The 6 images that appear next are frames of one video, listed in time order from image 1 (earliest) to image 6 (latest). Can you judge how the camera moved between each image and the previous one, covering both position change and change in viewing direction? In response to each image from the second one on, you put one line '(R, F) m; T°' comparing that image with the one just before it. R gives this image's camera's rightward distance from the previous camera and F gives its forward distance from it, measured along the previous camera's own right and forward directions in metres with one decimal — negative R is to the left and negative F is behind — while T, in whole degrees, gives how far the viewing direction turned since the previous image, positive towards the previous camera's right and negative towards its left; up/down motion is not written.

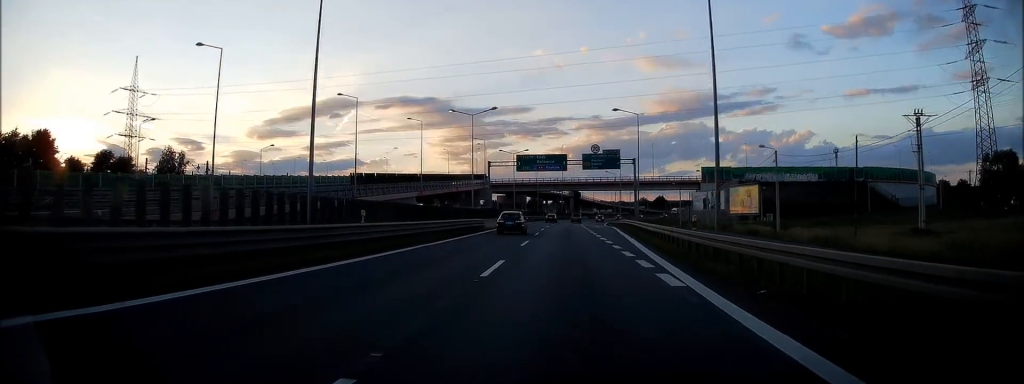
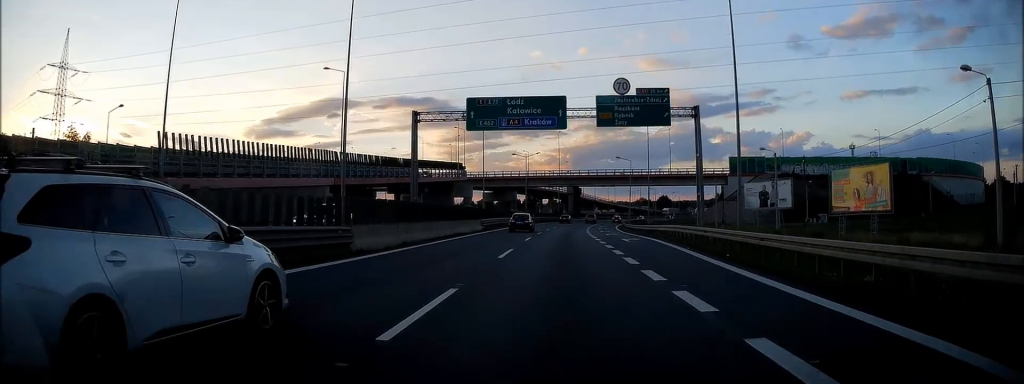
(+0.2, +24.1) m; +1°
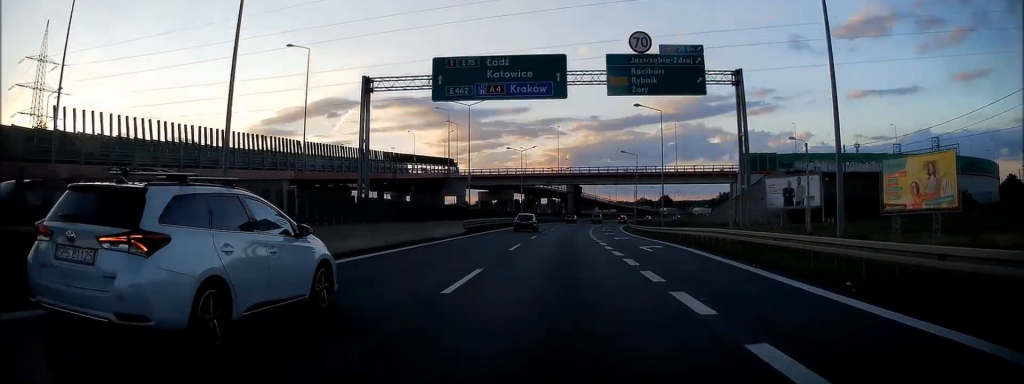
(-0.1, +27.4) m; 0°
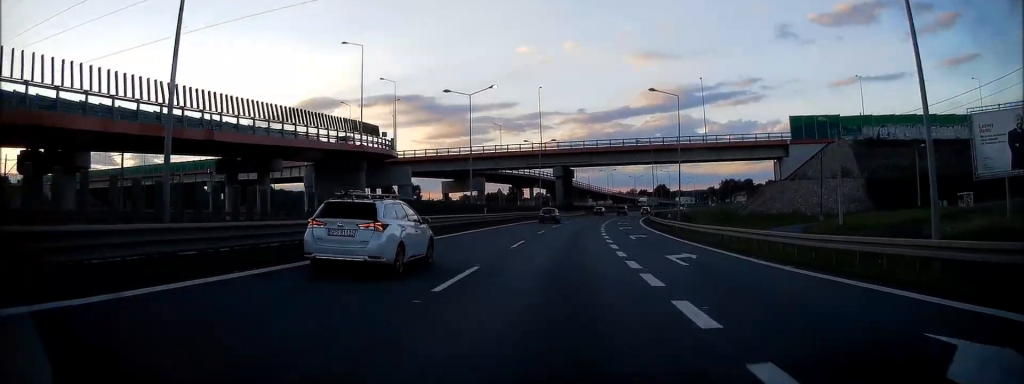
(+0.3, +35.3) m; +1°
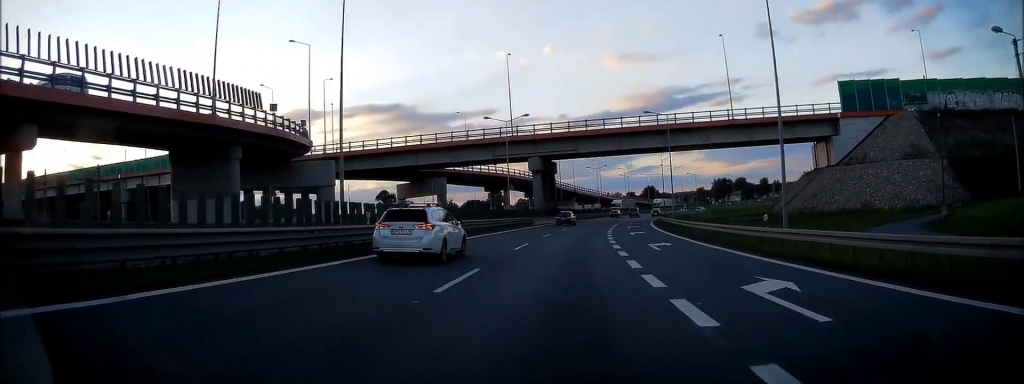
(+0.3, +23.9) m; +2°
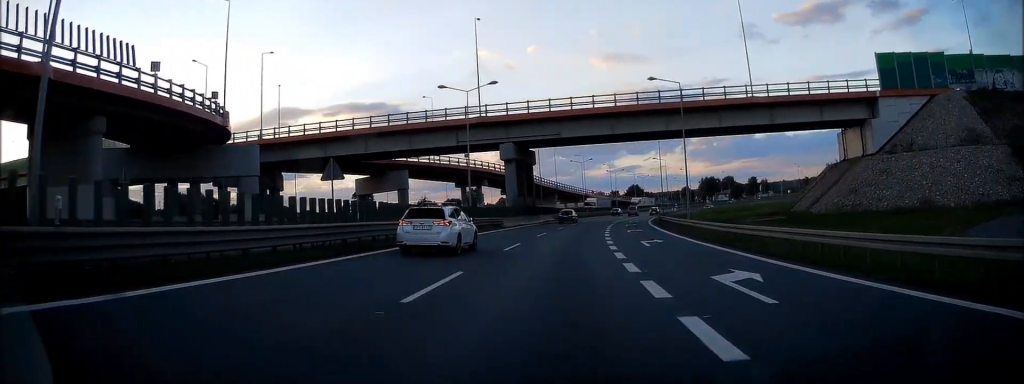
(+0.2, +13.5) m; +1°
